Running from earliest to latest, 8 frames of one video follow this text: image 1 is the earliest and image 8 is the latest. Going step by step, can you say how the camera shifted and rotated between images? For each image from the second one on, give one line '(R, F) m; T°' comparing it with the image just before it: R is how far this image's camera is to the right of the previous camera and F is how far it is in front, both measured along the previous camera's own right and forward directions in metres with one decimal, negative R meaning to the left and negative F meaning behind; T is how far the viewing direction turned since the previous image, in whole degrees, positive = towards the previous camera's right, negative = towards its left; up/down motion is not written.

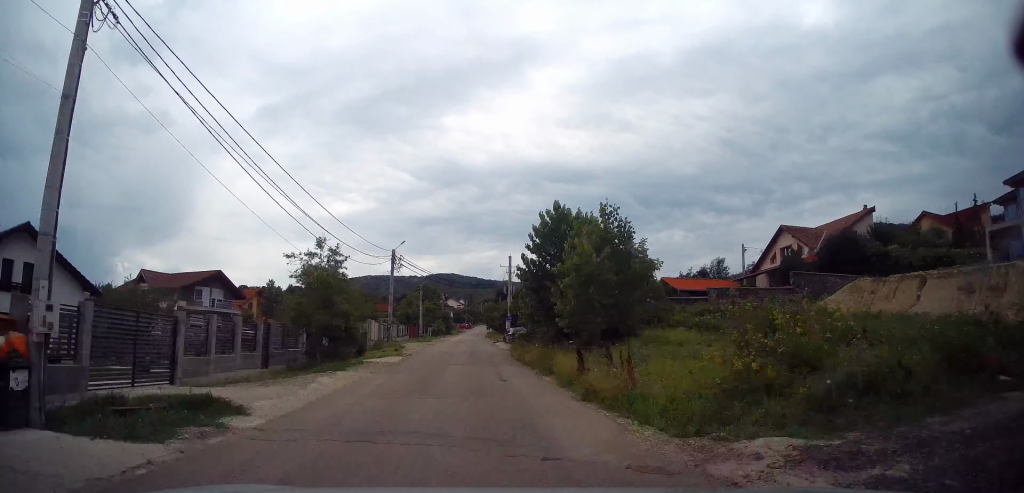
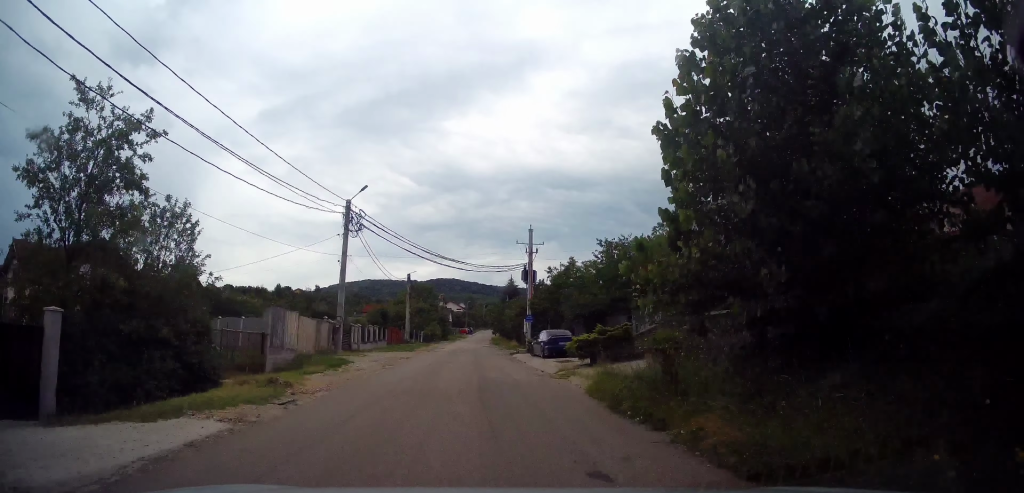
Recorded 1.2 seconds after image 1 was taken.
(-0.1, +19.8) m; -1°
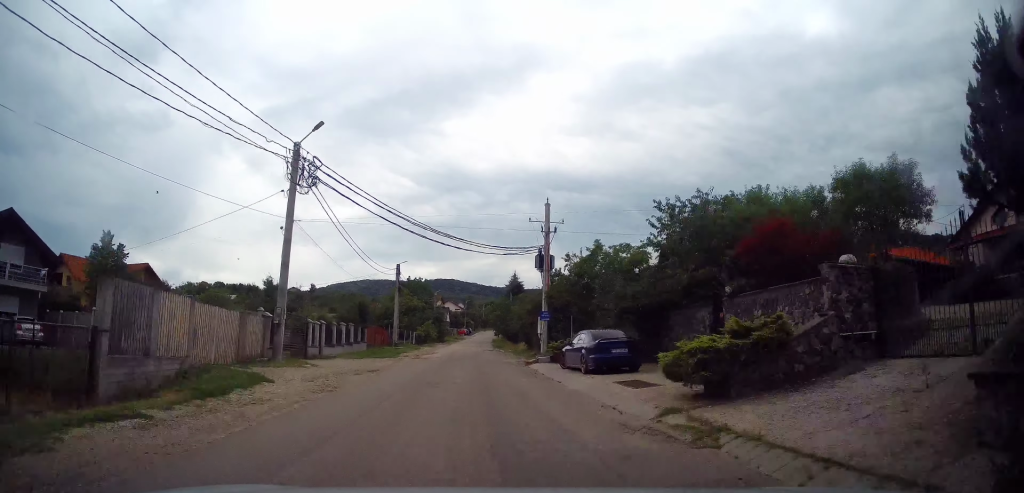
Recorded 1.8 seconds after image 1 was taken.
(0.0, +9.3) m; 0°
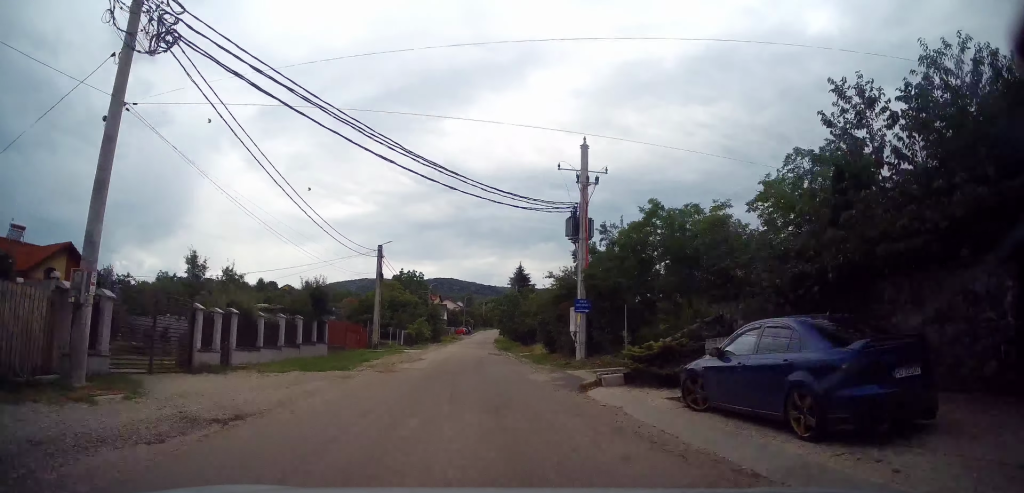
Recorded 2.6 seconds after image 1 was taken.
(0.0, +11.0) m; 0°
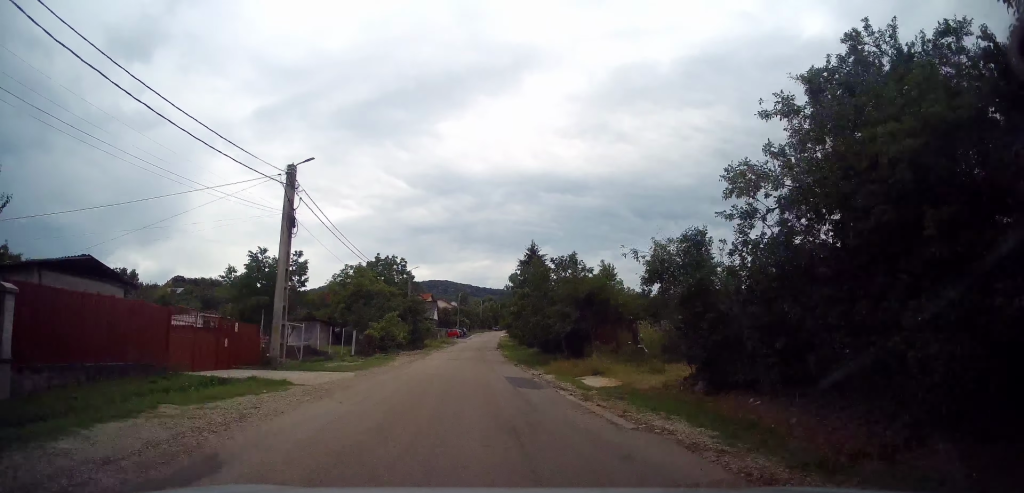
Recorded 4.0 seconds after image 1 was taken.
(+0.1, +19.8) m; 0°
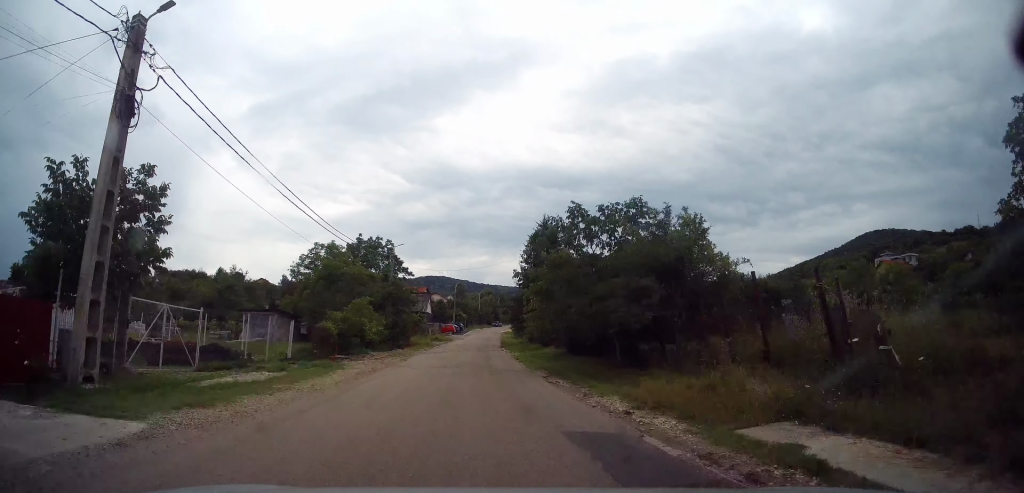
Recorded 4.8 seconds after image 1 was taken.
(0.0, +9.5) m; 0°
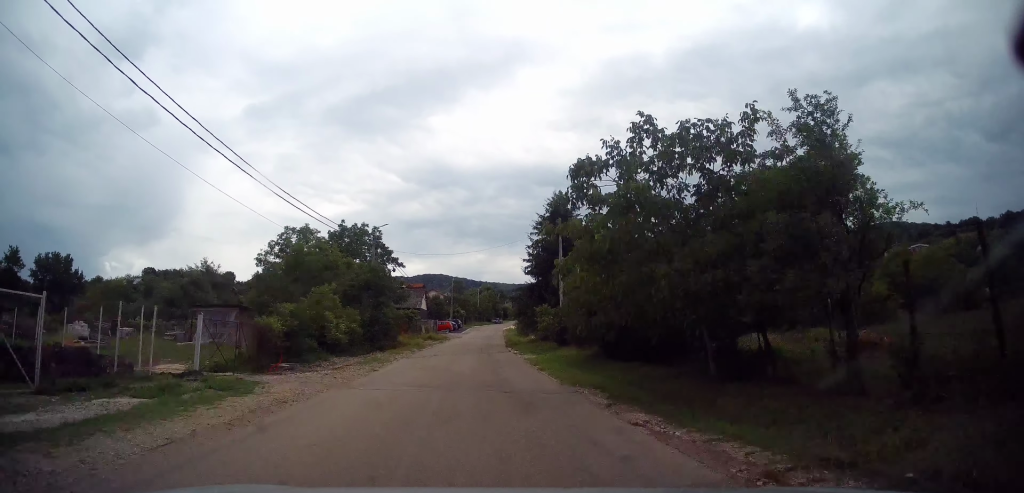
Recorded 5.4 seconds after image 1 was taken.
(0.0, +6.4) m; +1°
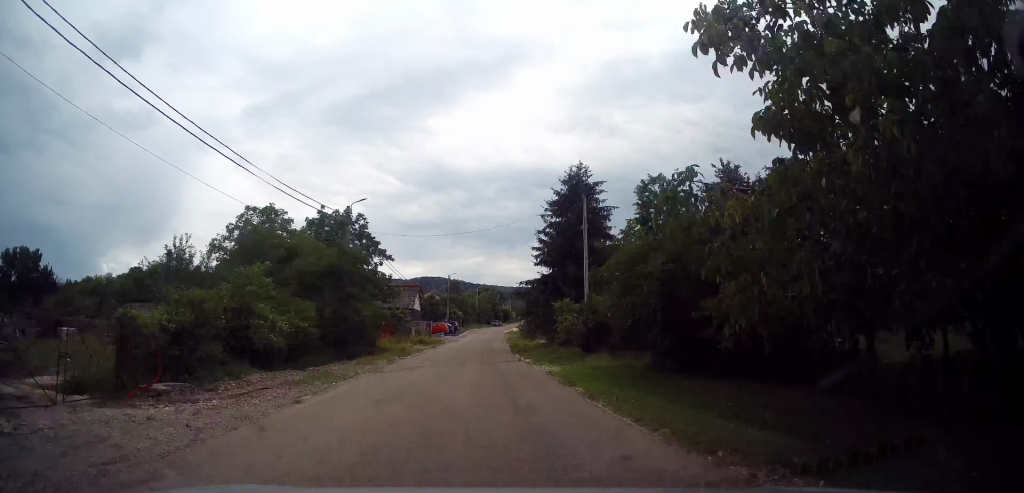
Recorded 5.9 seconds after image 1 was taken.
(+0.1, +6.3) m; +1°
